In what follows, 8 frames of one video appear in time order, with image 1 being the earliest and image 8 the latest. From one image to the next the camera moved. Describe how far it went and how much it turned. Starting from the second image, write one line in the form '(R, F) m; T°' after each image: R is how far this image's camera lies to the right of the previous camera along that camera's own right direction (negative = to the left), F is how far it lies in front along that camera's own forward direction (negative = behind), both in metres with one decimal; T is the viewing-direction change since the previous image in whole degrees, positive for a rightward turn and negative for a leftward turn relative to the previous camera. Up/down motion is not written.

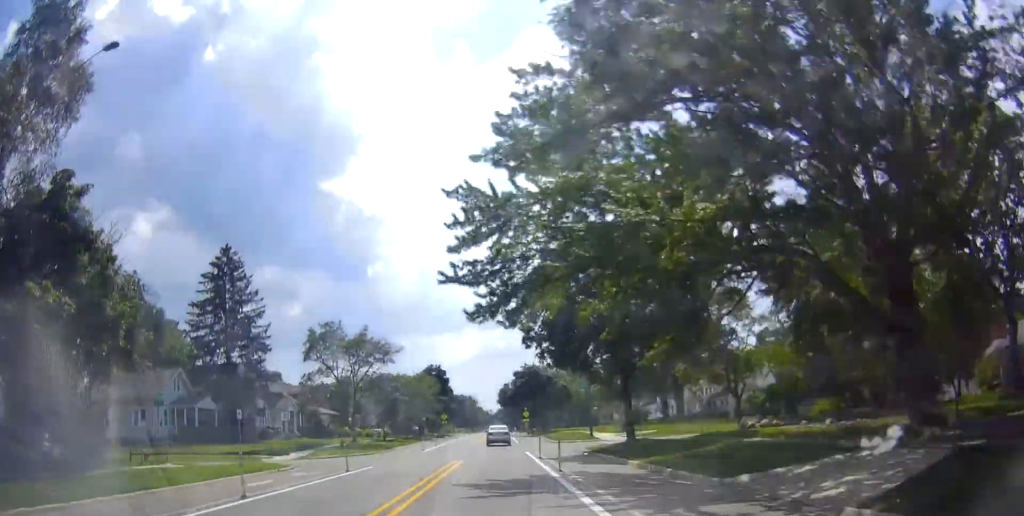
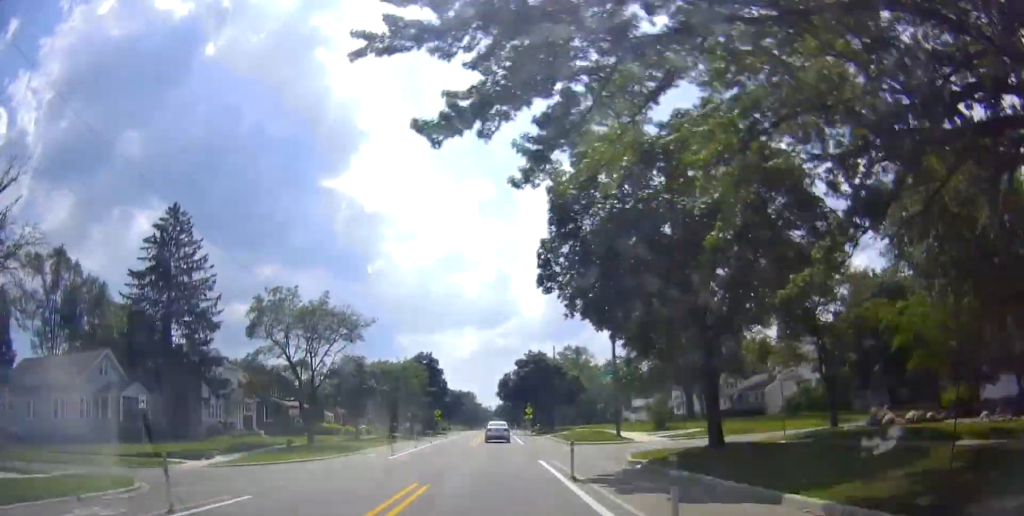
(0.0, +11.6) m; -1°
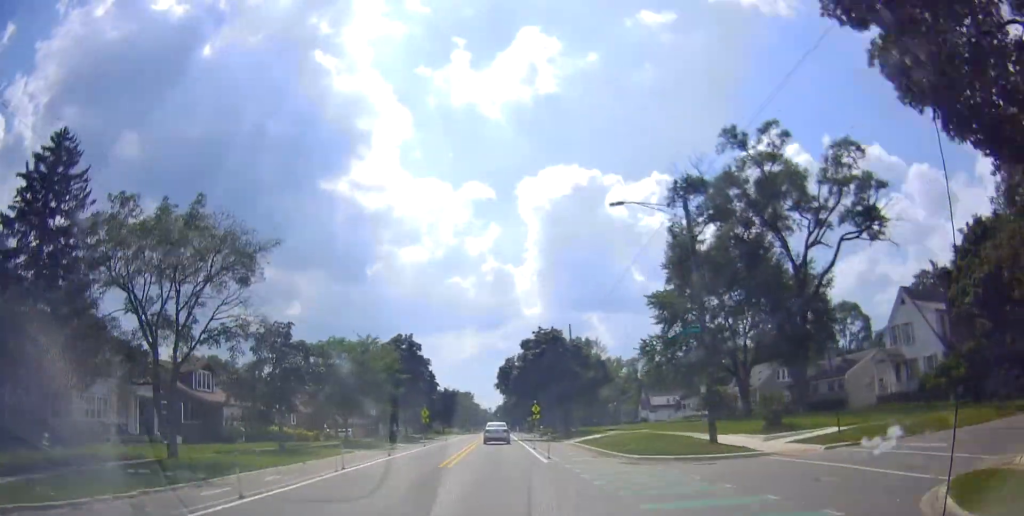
(-0.3, +17.8) m; 0°
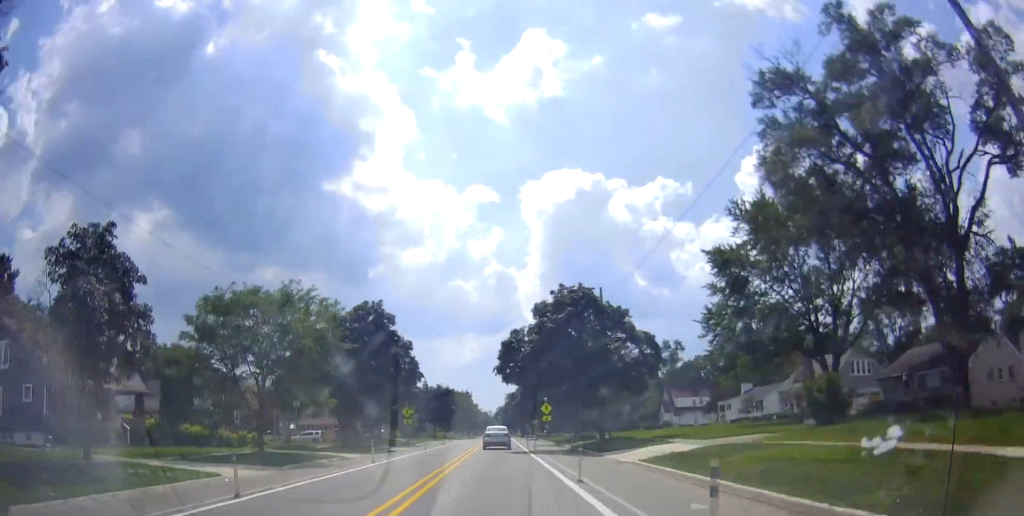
(+0.3, +17.2) m; -1°
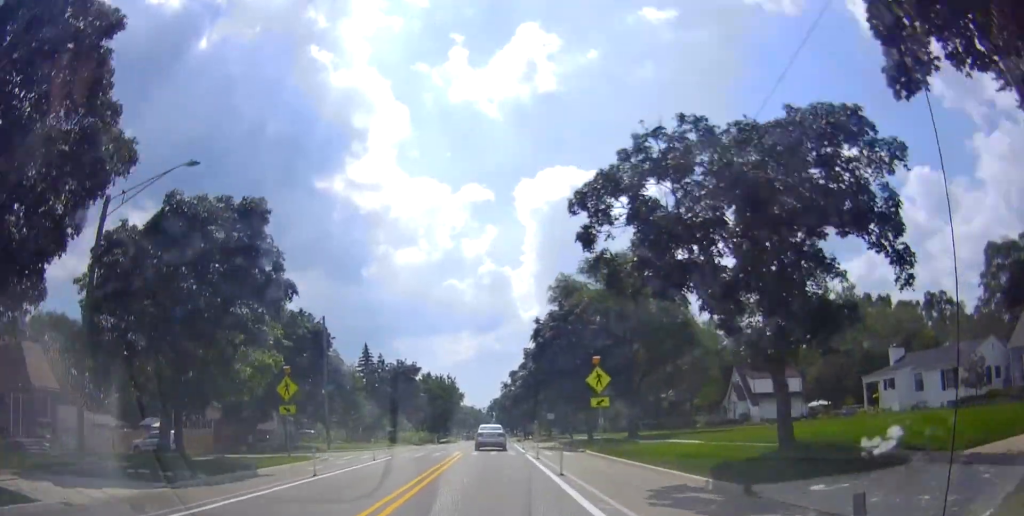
(-0.1, +37.1) m; 0°
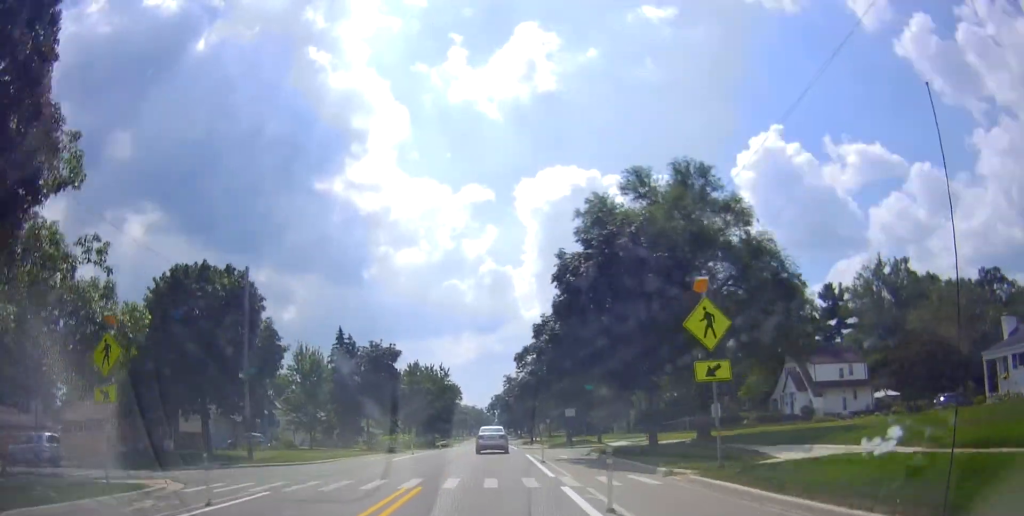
(-0.6, +15.7) m; 0°
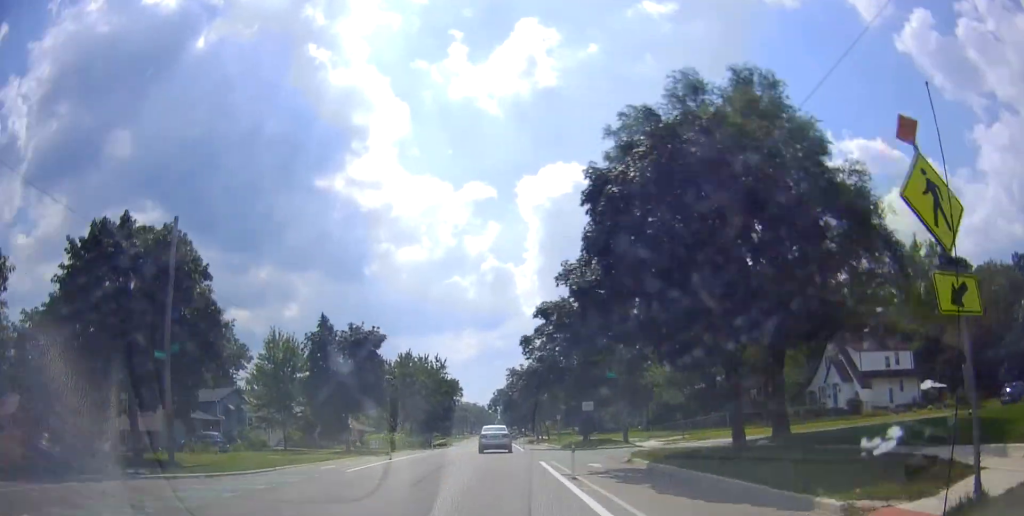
(+0.3, +8.4) m; +1°
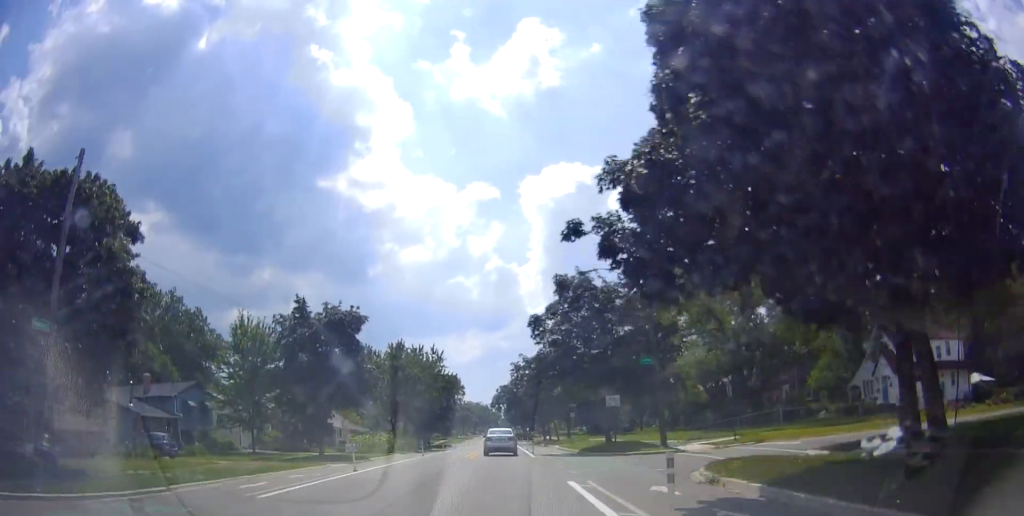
(+0.1, +7.9) m; +1°
